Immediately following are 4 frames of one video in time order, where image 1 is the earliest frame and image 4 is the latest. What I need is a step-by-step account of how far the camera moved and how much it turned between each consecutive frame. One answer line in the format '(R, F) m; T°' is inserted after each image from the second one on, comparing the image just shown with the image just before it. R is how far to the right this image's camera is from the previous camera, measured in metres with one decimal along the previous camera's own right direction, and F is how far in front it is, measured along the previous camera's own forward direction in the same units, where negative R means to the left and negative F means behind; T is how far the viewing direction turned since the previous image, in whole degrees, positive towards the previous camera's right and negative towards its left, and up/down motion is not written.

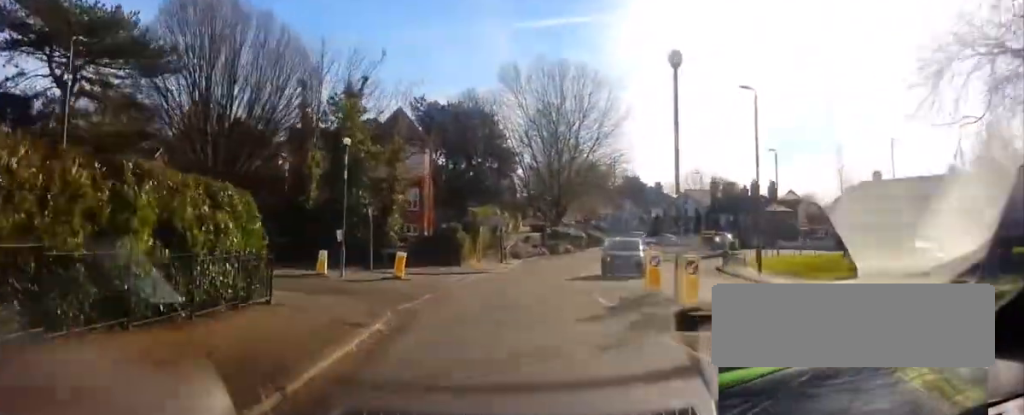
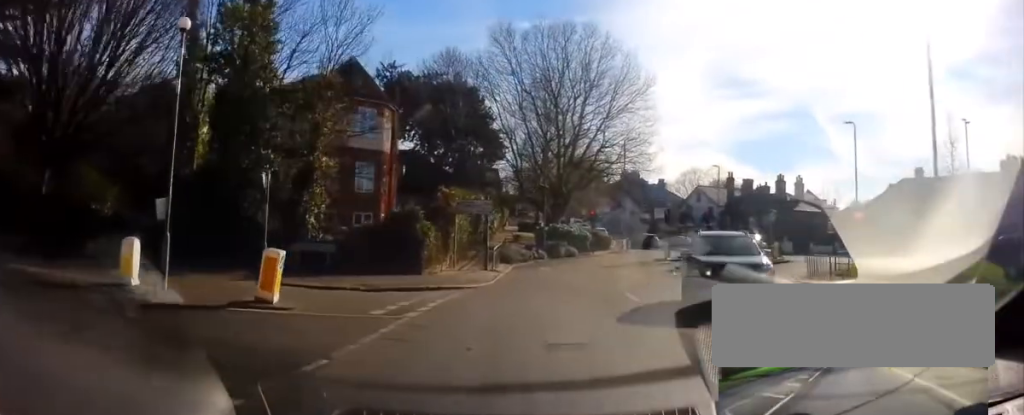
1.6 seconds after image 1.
(+0.4, +11.8) m; +2°
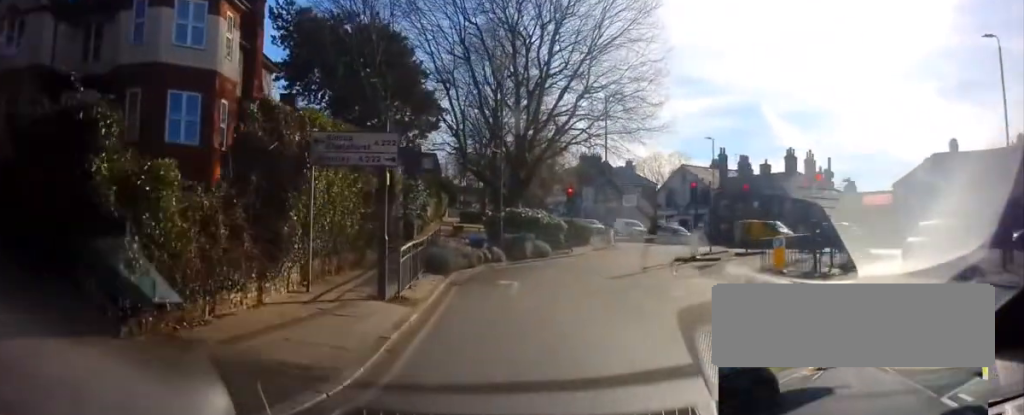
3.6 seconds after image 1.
(+0.6, +15.2) m; +6°
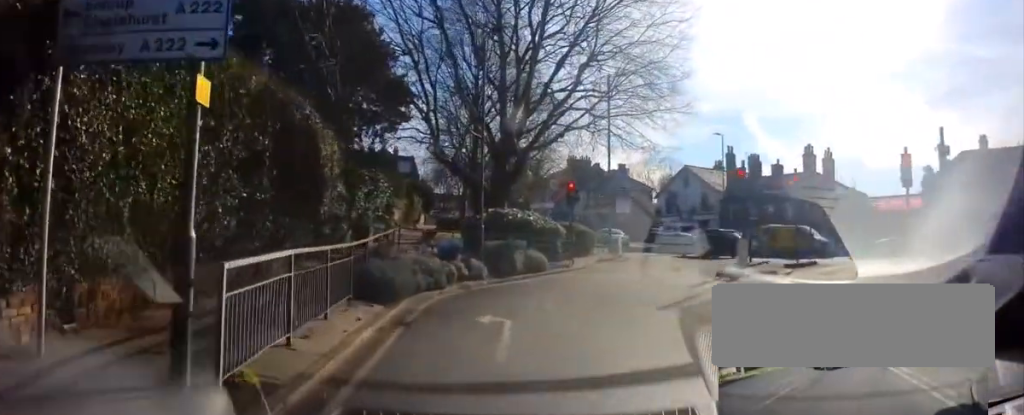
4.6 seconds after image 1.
(+0.2, +7.1) m; +2°
